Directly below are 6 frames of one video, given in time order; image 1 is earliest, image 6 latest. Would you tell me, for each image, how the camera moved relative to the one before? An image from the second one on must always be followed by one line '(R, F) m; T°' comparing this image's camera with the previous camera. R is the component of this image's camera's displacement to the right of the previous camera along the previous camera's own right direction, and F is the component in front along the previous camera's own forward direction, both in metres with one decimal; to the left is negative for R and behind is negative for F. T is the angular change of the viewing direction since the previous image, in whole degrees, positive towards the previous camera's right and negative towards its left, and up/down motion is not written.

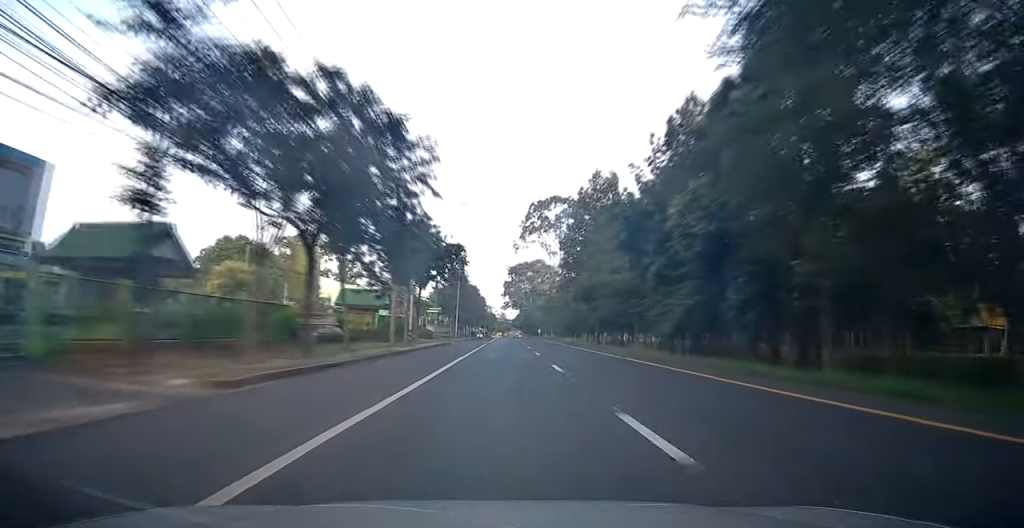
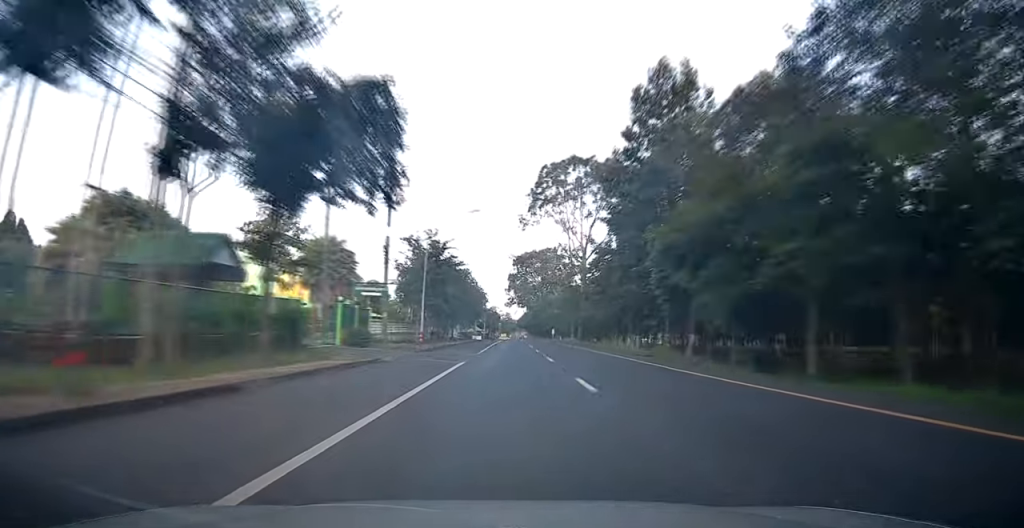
(0.0, +29.5) m; -1°
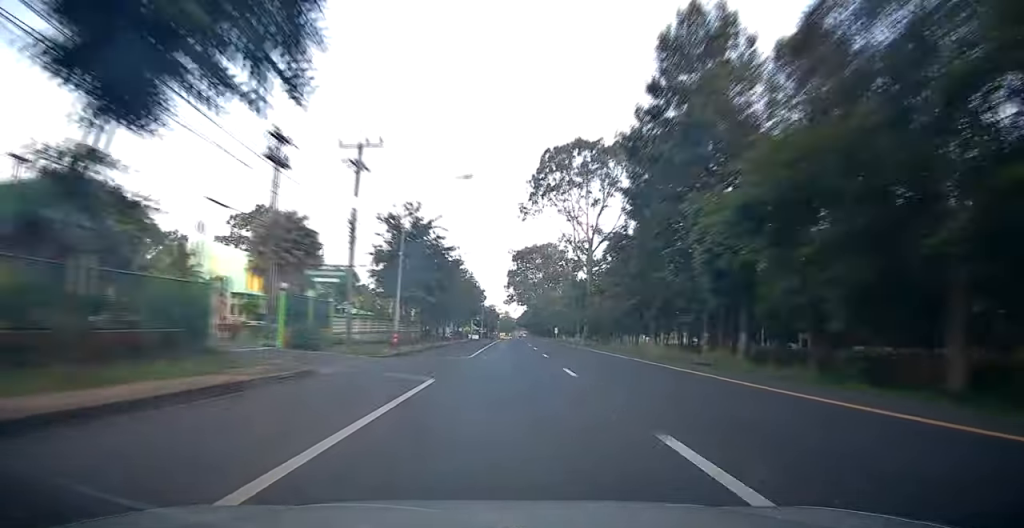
(+0.1, +8.1) m; -1°
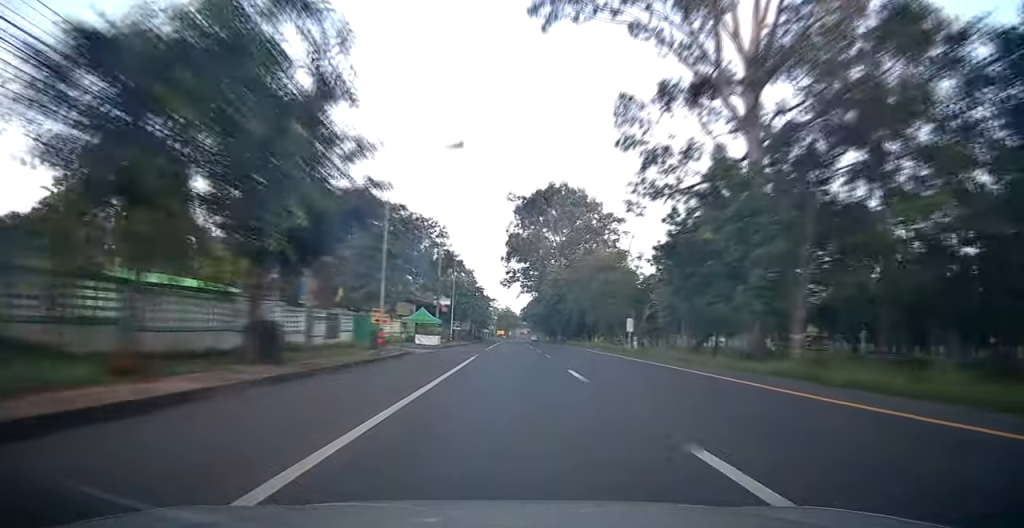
(+2.0, +60.6) m; 0°
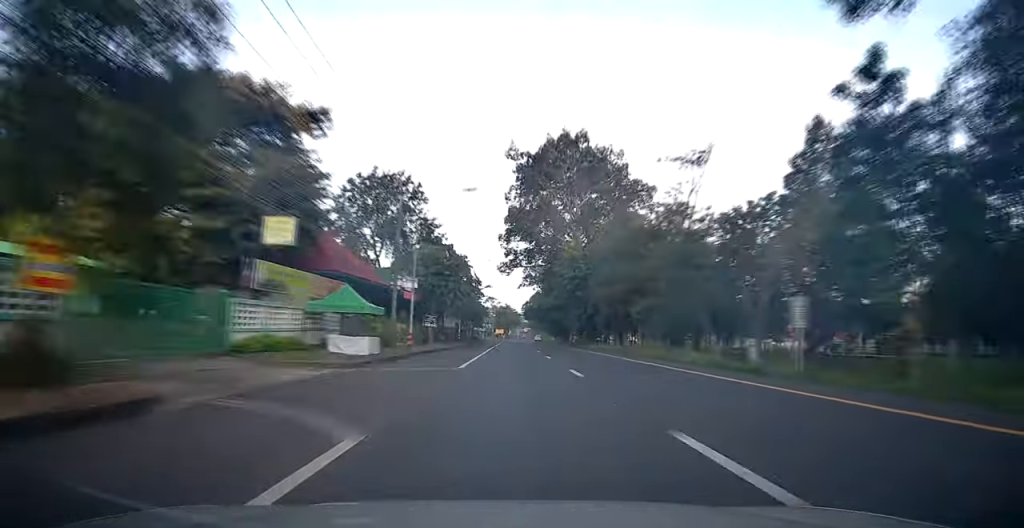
(-0.3, +23.0) m; +1°
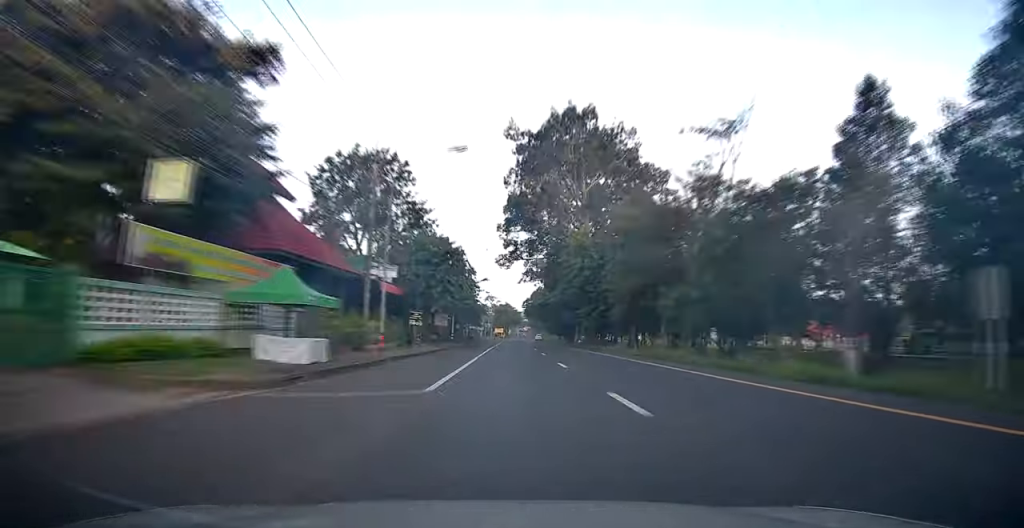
(+0.2, +7.4) m; +1°
